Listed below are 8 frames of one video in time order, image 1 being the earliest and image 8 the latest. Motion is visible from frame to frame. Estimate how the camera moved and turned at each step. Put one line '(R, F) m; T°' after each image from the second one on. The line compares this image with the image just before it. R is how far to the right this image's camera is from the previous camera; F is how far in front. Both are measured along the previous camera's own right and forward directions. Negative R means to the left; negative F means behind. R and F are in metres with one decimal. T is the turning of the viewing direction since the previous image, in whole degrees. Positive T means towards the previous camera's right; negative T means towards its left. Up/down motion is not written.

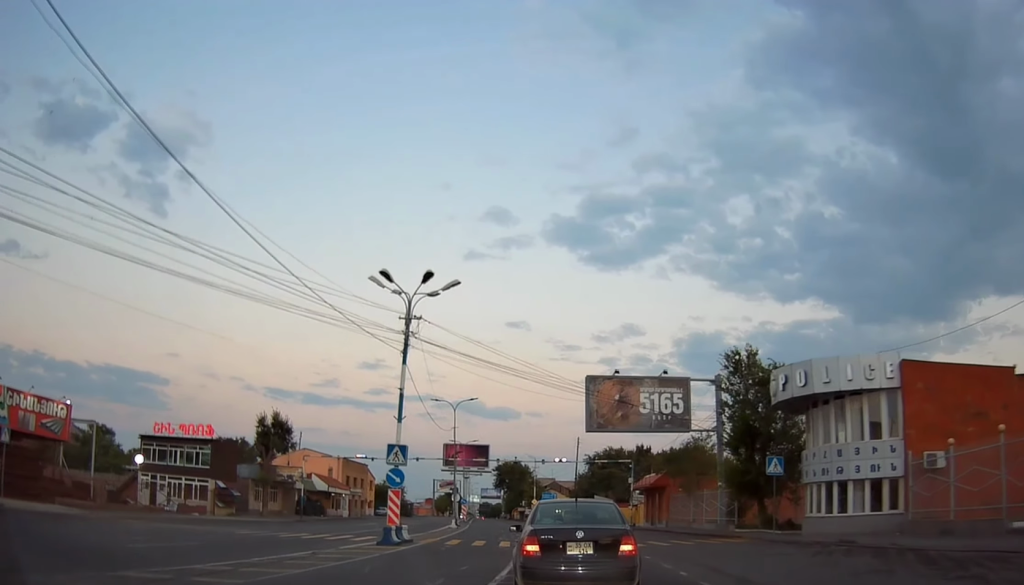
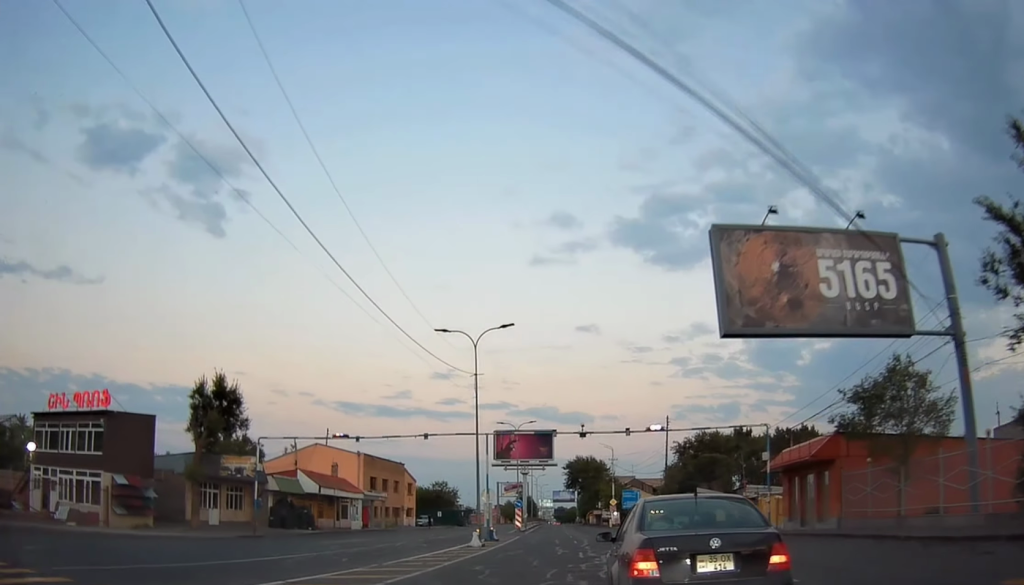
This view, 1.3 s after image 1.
(-1.4, +21.1) m; -5°
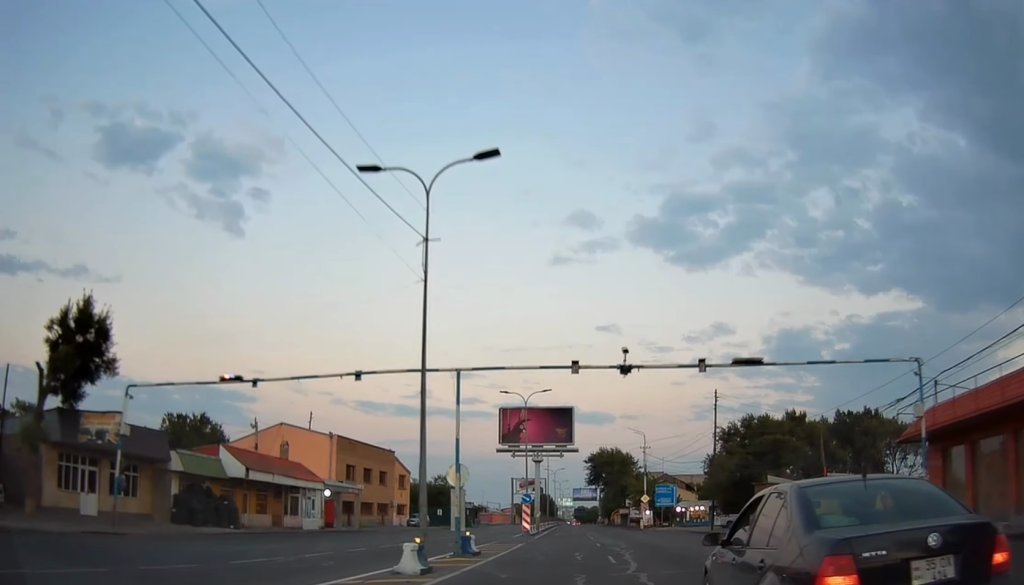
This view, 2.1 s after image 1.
(0.0, +14.6) m; -1°
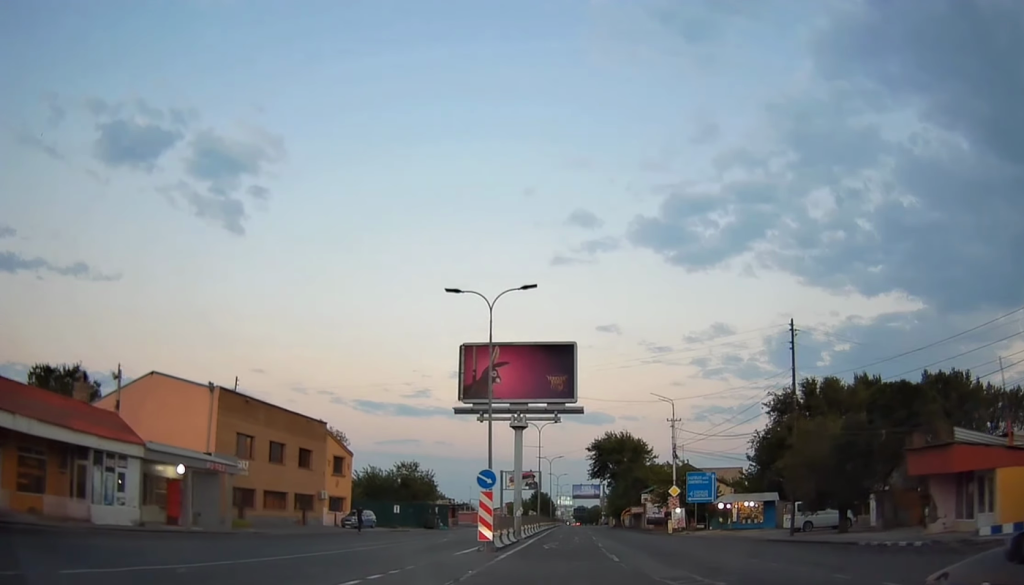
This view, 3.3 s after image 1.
(-0.7, +20.9) m; -3°
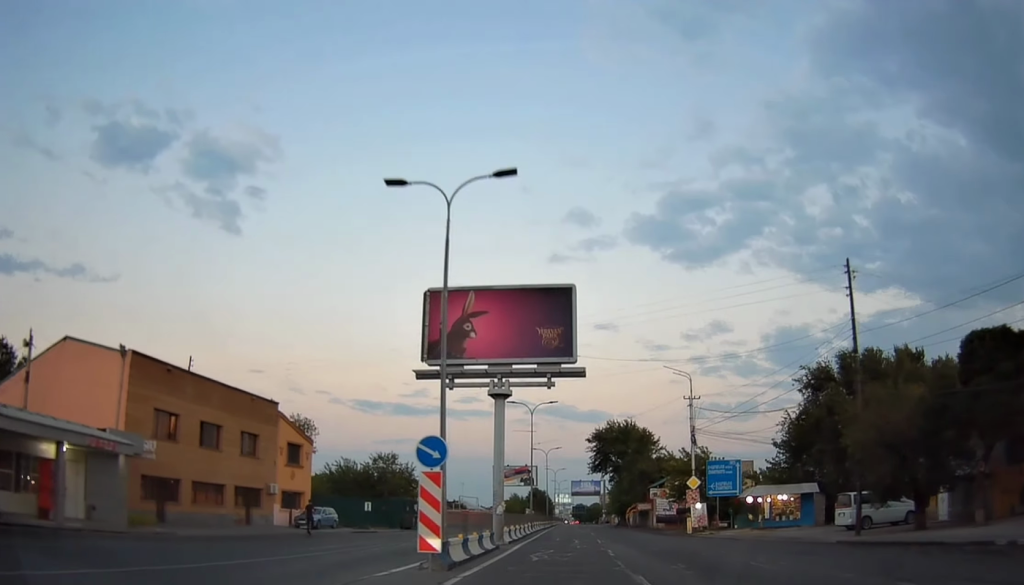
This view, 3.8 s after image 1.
(-0.2, +9.1) m; 0°
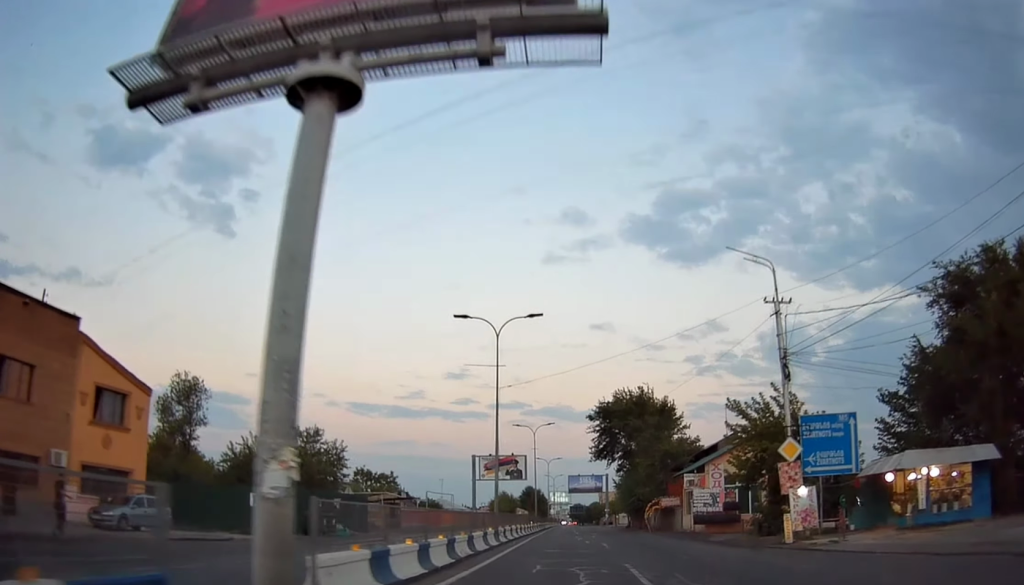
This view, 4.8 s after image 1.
(+0.2, +20.6) m; 0°
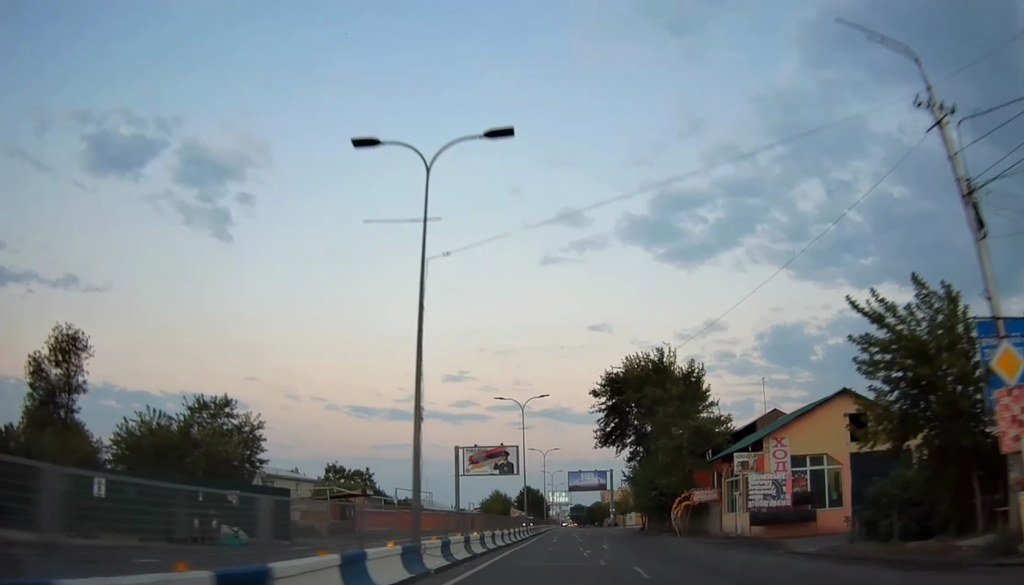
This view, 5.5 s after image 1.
(0.0, +13.7) m; +1°
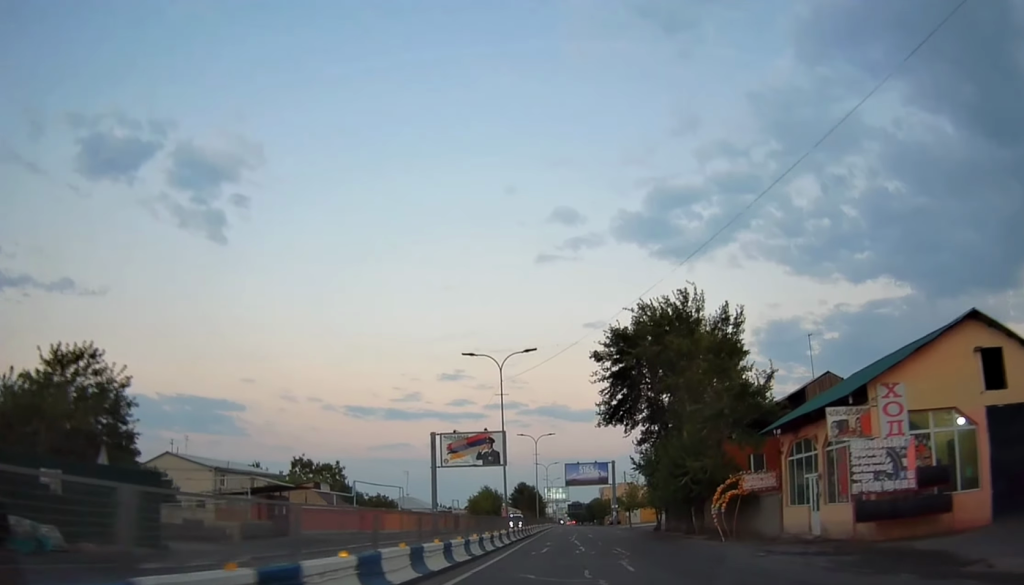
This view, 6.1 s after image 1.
(-0.4, +11.9) m; +1°
